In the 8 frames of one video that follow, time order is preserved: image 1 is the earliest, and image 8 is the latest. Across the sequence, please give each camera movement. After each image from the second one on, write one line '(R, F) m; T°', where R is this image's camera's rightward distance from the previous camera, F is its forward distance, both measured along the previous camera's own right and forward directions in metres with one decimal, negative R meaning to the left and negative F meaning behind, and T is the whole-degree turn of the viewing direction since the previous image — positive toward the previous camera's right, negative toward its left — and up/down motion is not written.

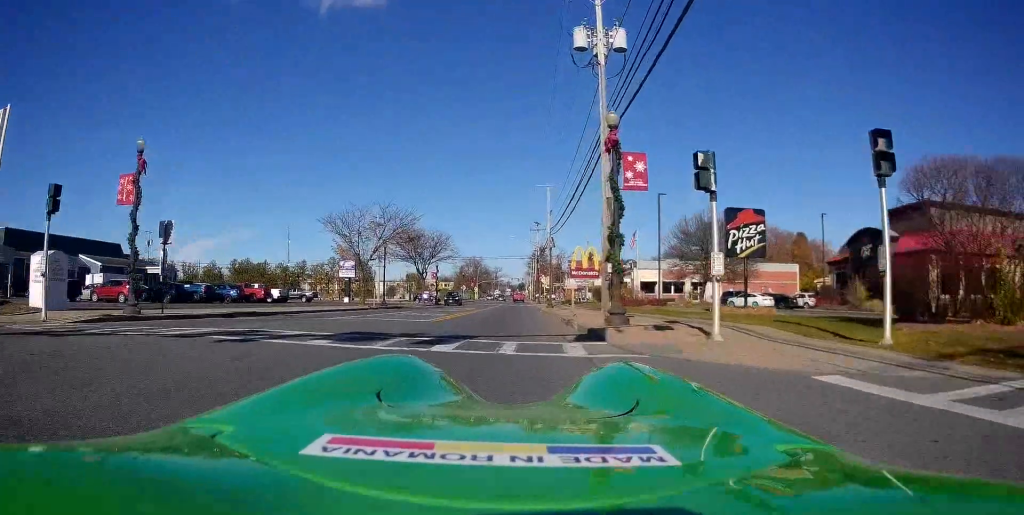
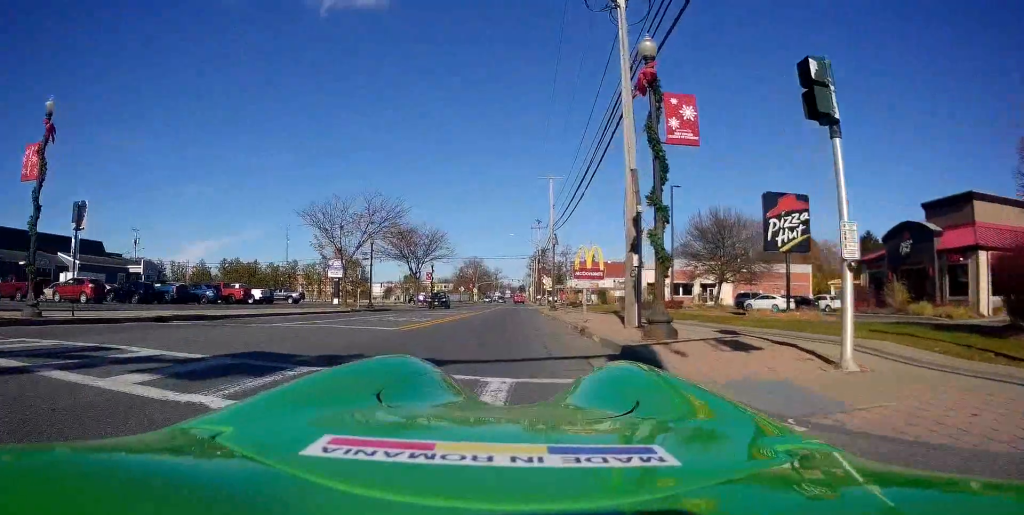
(-0.2, +4.6) m; 0°
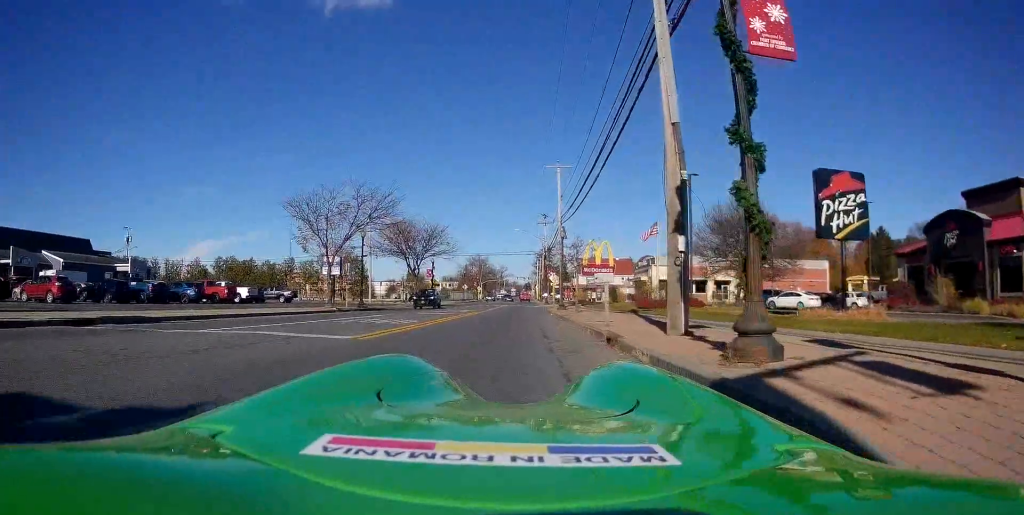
(-0.1, +3.9) m; 0°
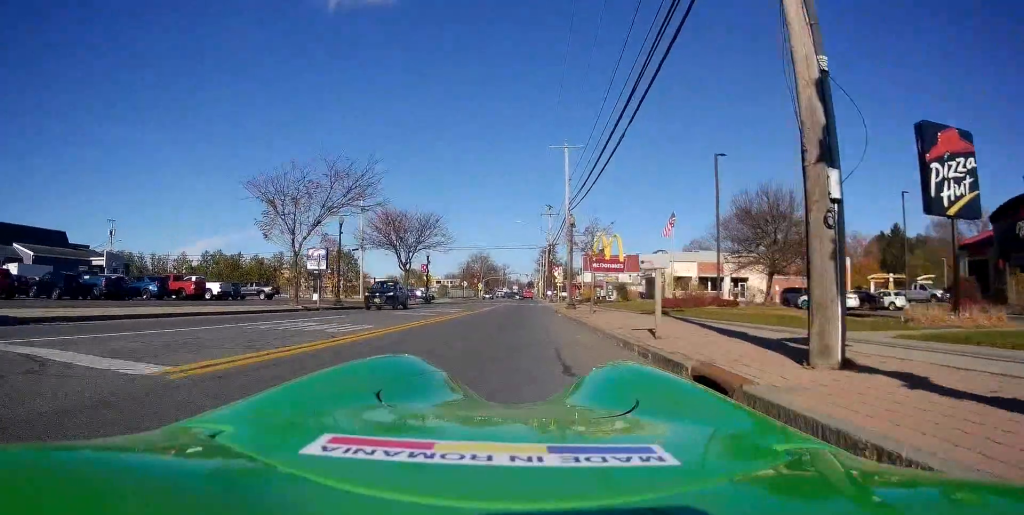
(+0.2, +5.6) m; 0°
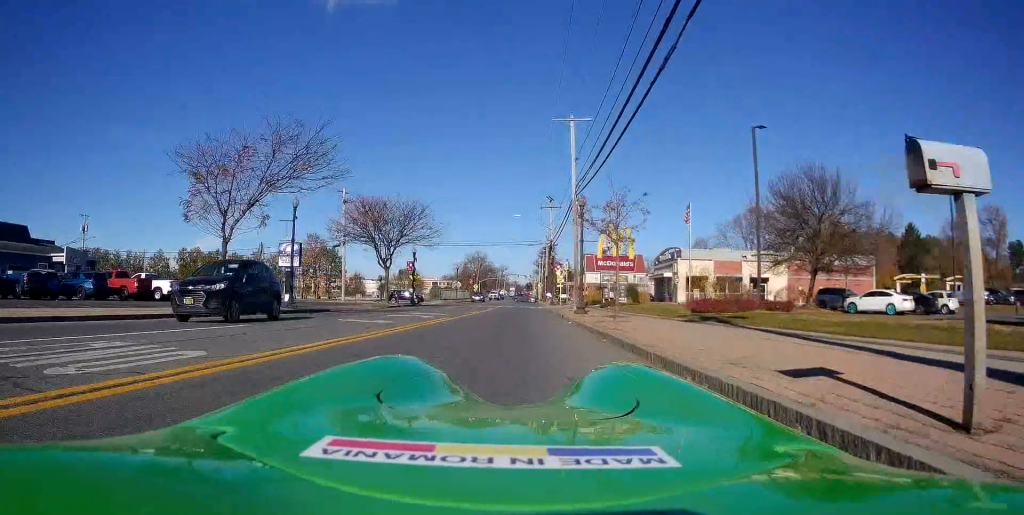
(-0.1, +7.0) m; 0°
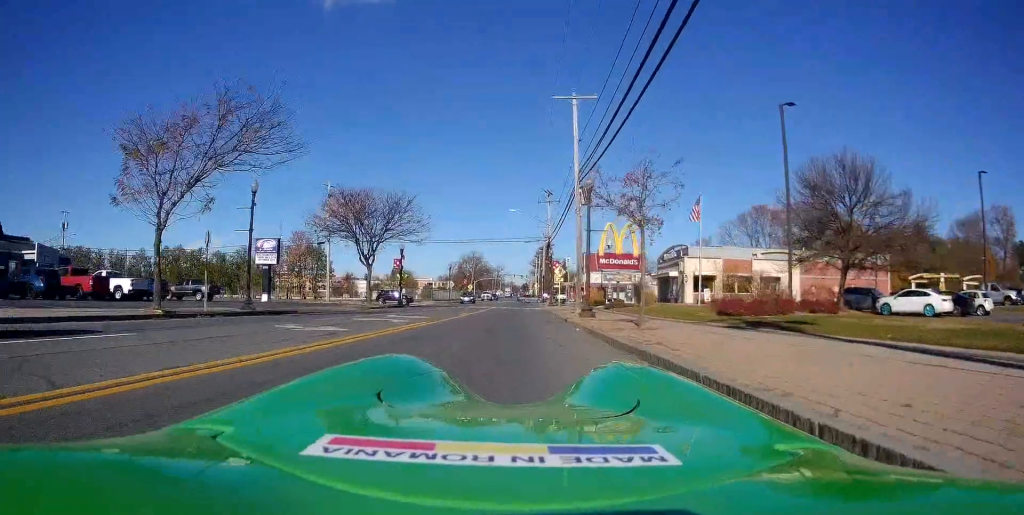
(-0.1, +4.2) m; 0°
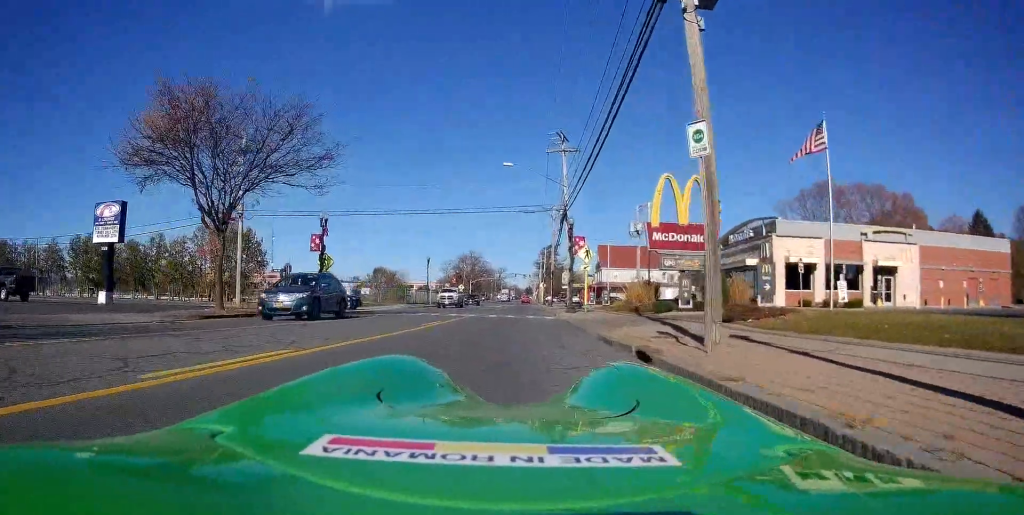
(+0.9, +21.9) m; -2°
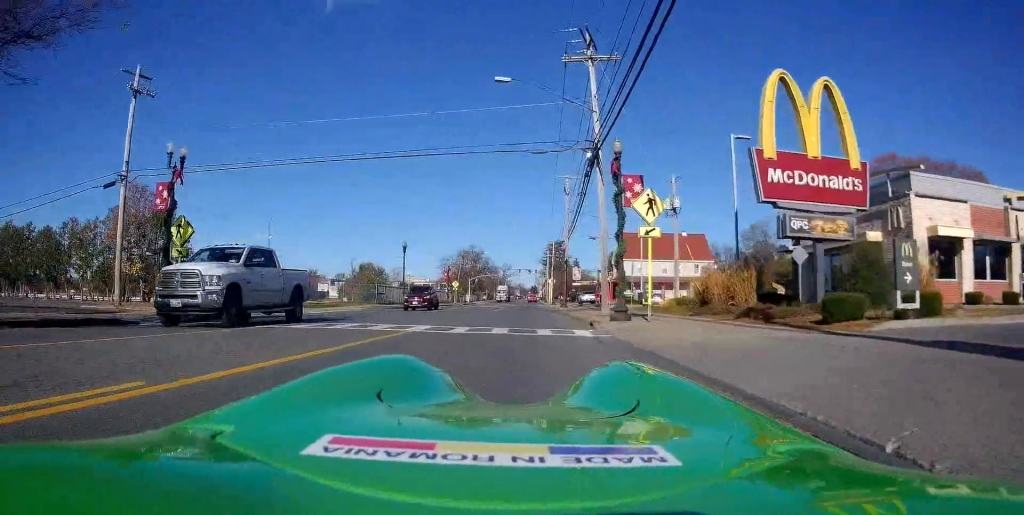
(-1.4, +15.3) m; -3°
